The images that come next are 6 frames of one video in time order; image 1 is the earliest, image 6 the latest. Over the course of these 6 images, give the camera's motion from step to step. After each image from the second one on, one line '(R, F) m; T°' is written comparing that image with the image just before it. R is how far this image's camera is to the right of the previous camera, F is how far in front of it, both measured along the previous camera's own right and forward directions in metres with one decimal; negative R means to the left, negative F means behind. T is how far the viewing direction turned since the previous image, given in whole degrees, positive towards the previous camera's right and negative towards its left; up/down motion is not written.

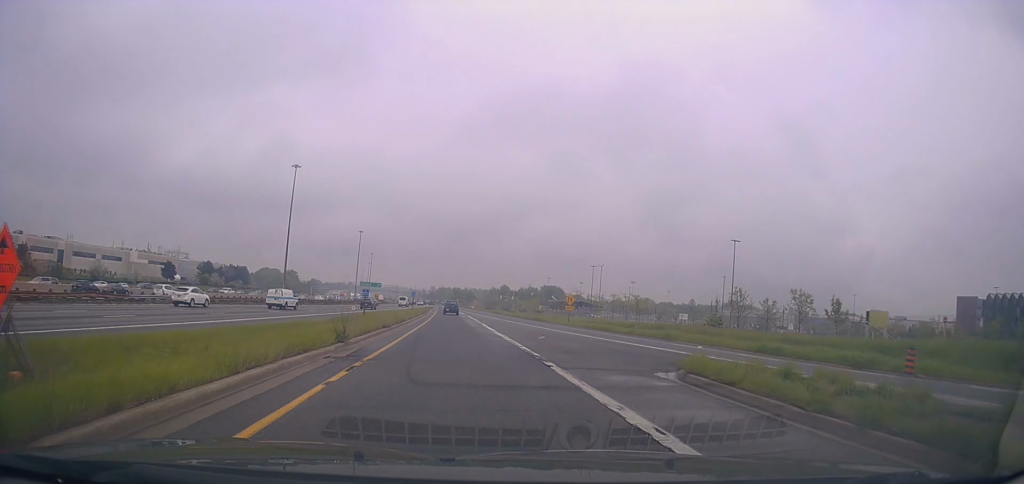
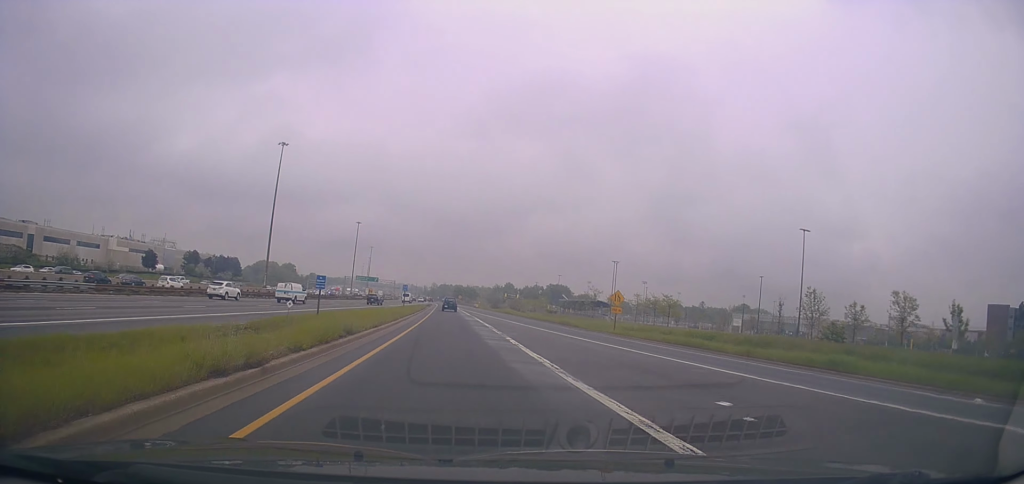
(-0.1, +16.5) m; 0°
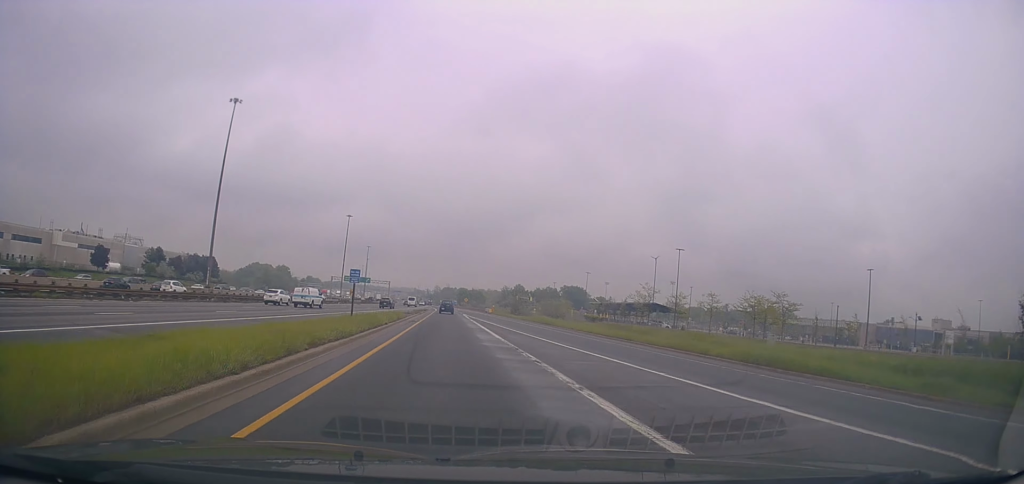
(+0.3, +35.9) m; +1°
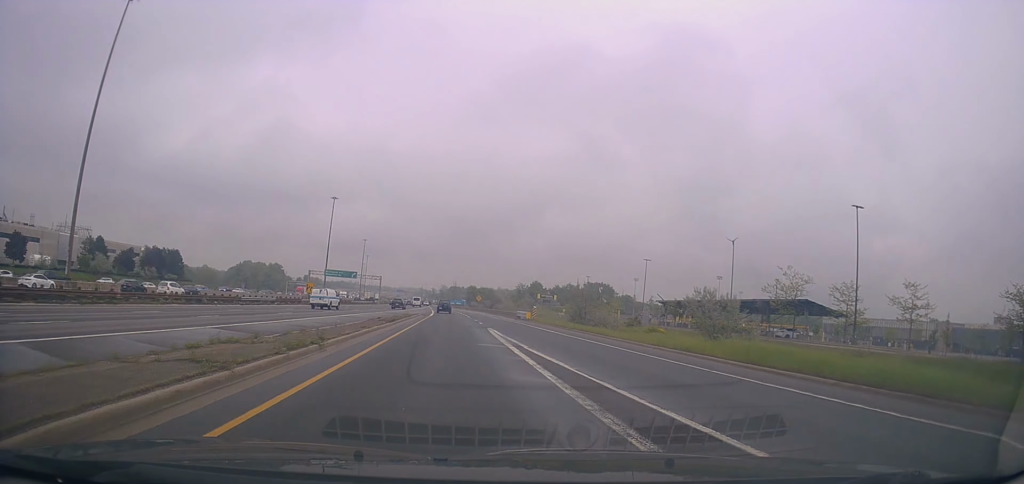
(-0.4, +42.9) m; -2°
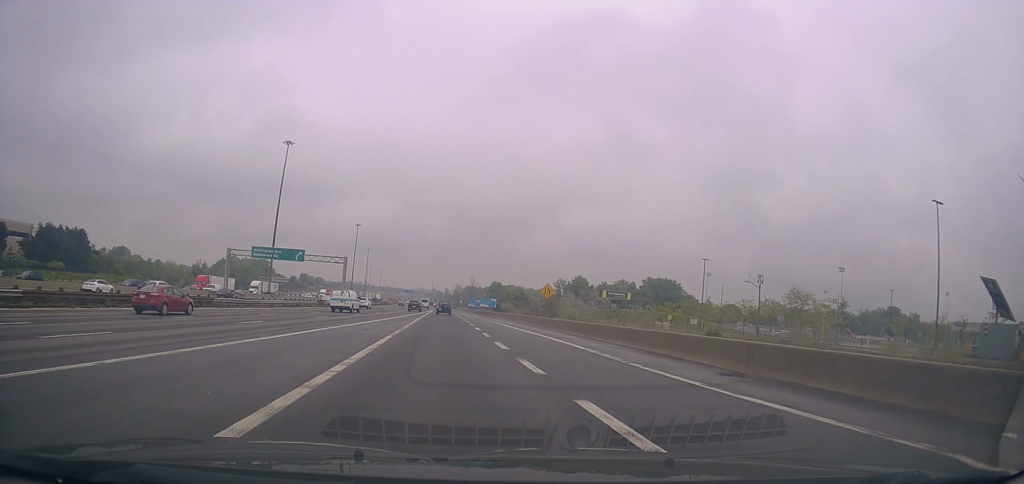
(-0.3, +75.2) m; -1°
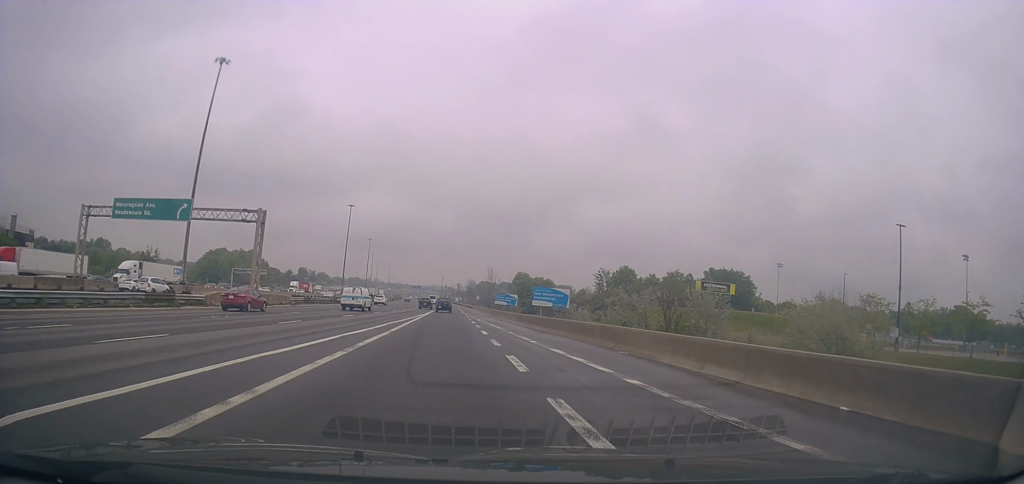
(-0.9, +49.0) m; -1°
